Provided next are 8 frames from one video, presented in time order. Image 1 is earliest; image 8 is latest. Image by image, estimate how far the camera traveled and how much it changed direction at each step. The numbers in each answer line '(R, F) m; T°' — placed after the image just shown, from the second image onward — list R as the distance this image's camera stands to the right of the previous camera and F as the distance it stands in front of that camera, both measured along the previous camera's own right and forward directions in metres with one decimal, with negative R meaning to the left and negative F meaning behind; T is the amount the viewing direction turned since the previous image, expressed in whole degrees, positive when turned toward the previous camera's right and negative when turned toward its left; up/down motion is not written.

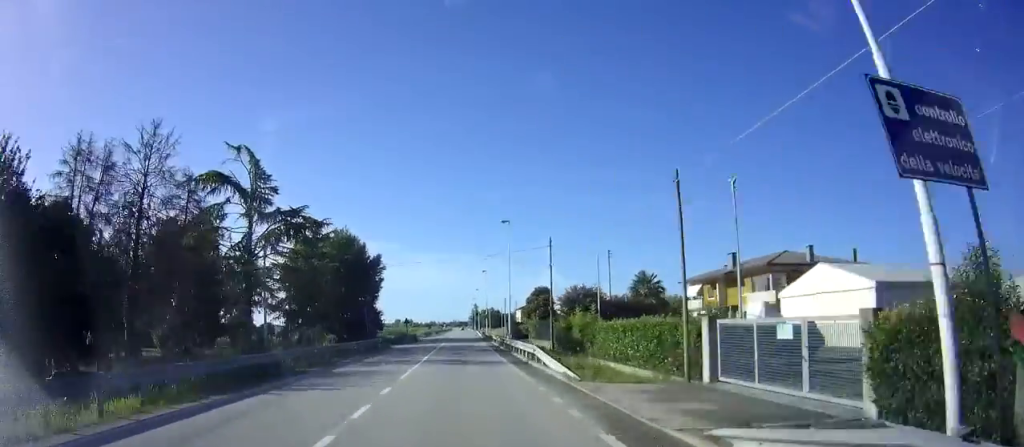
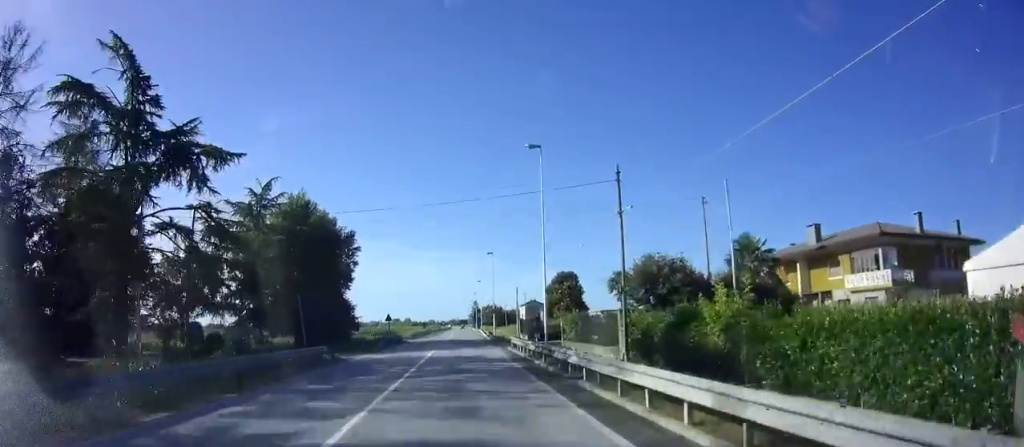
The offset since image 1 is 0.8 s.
(0.0, +17.0) m; 0°
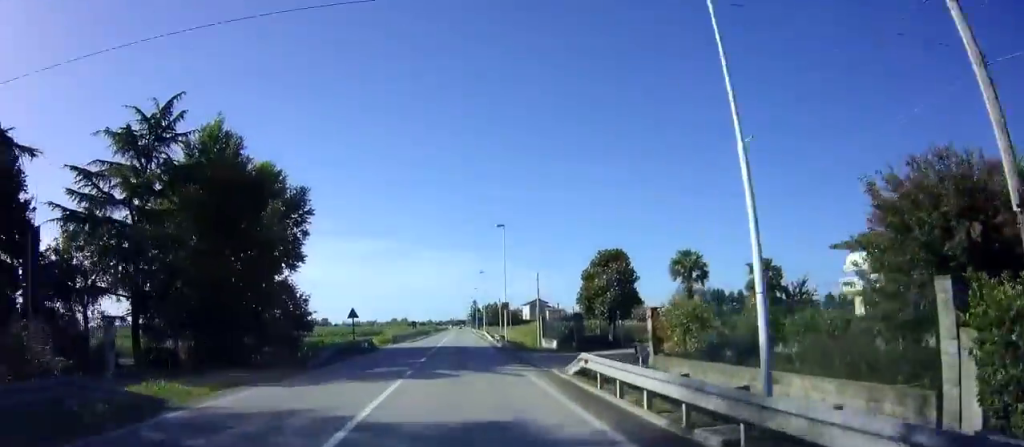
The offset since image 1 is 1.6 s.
(0.0, +16.2) m; 0°
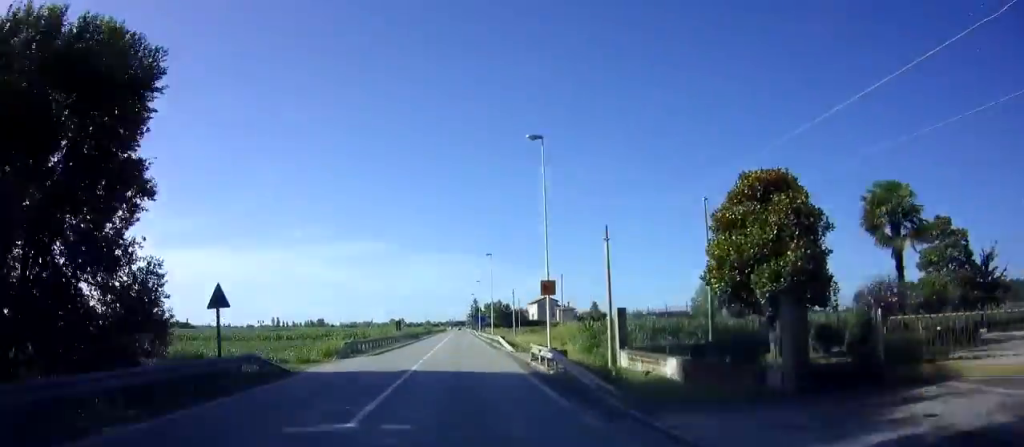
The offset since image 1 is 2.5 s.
(+0.1, +19.8) m; 0°
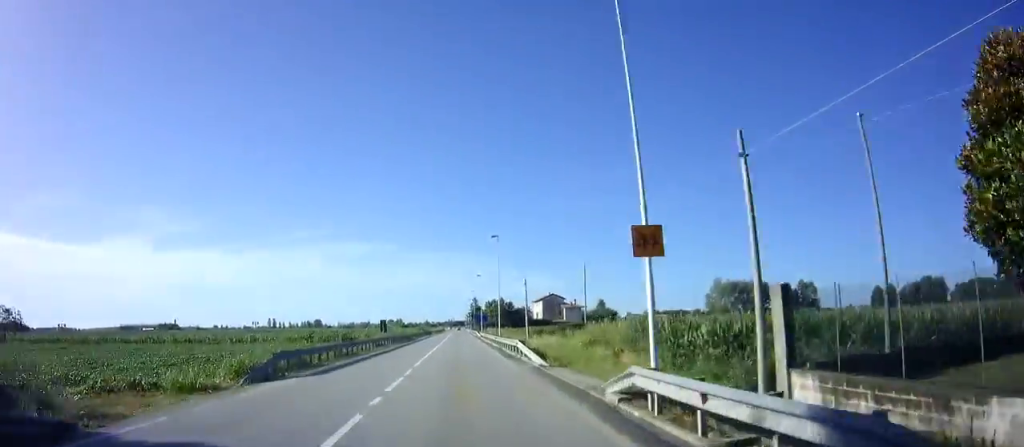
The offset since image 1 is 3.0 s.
(0.0, +11.3) m; 0°
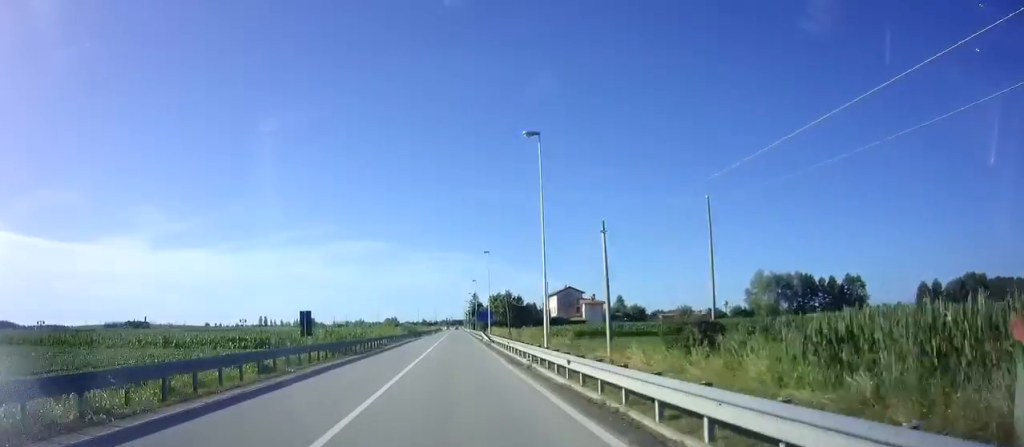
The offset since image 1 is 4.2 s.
(0.0, +25.6) m; 0°
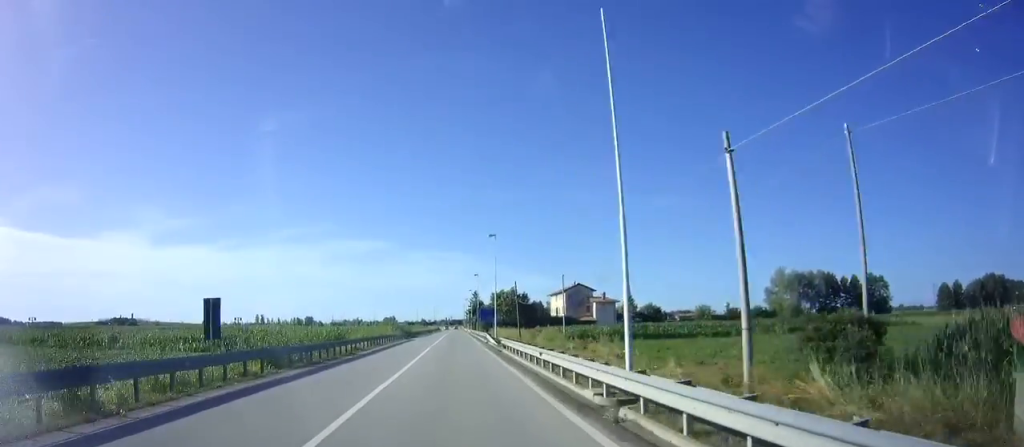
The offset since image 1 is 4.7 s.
(0.0, +10.0) m; 0°
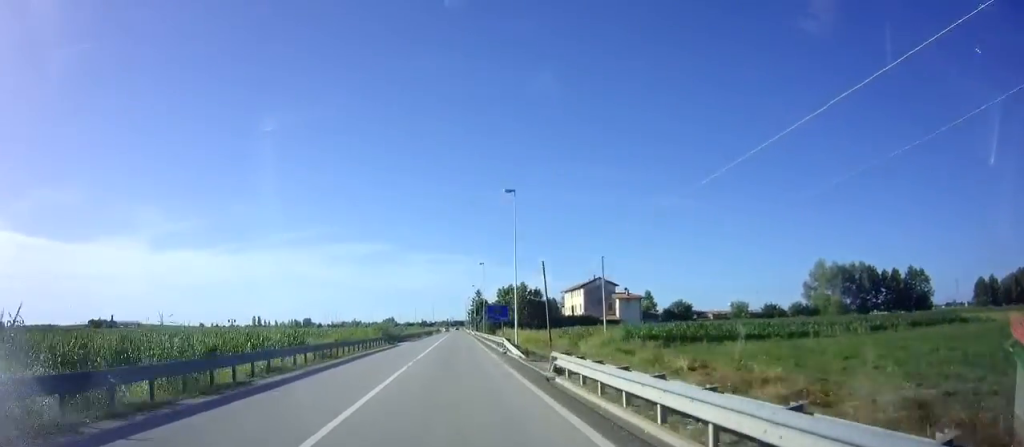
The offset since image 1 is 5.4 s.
(0.0, +15.7) m; 0°
